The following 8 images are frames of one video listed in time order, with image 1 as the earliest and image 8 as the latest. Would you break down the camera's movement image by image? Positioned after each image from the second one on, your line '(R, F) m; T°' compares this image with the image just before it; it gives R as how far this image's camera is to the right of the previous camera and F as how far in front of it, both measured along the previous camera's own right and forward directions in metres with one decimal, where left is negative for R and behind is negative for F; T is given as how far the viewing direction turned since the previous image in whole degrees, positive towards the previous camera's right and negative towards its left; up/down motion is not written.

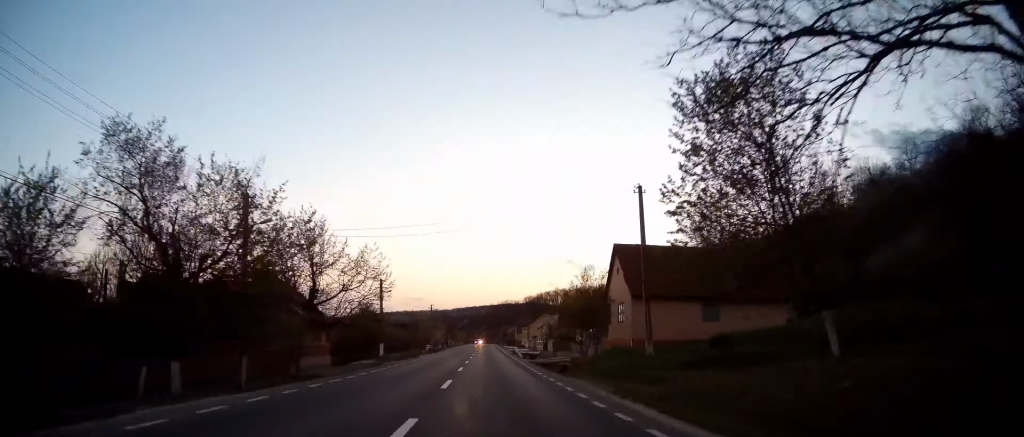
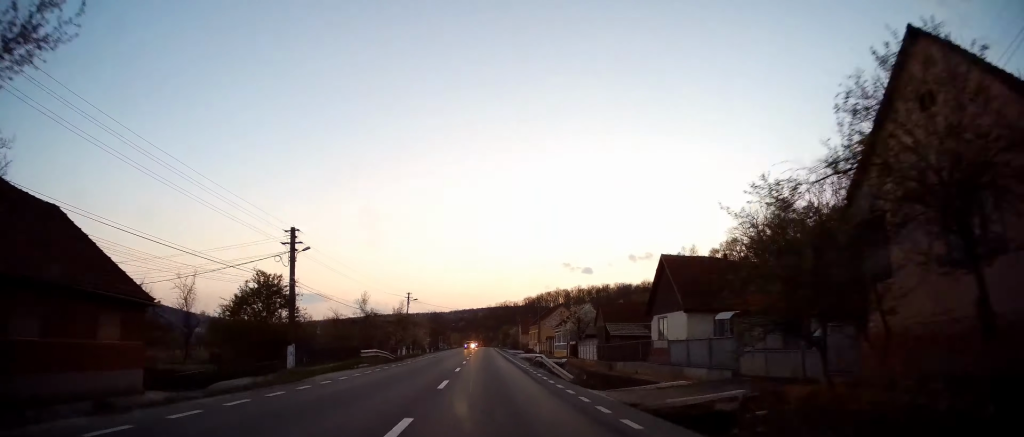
(0.0, +26.9) m; 0°
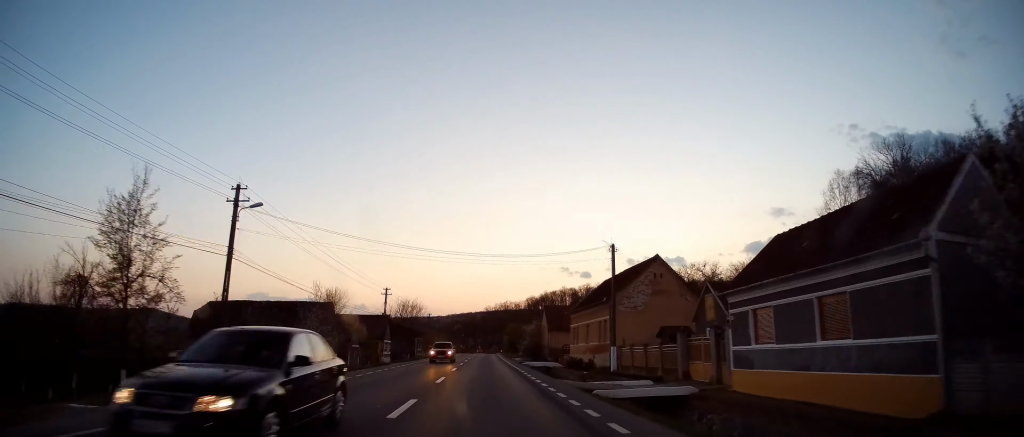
(+0.5, +50.5) m; +1°
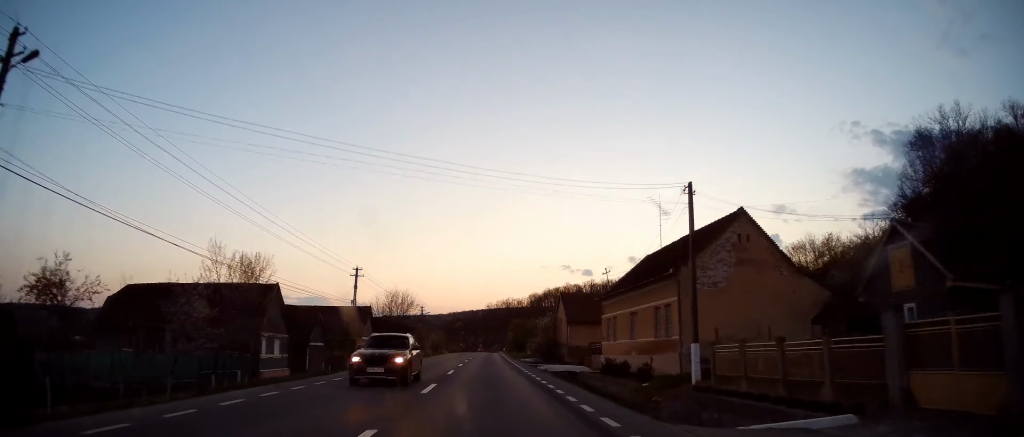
(+0.3, +13.5) m; 0°
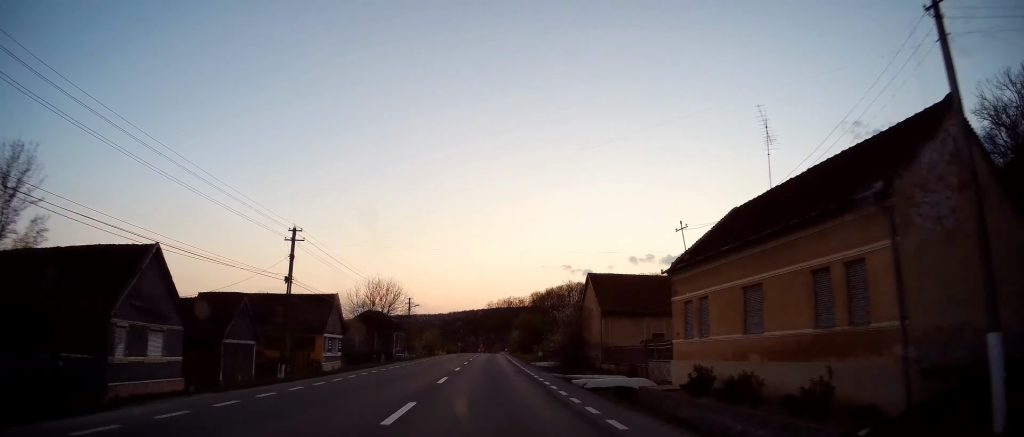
(-0.3, +14.3) m; 0°
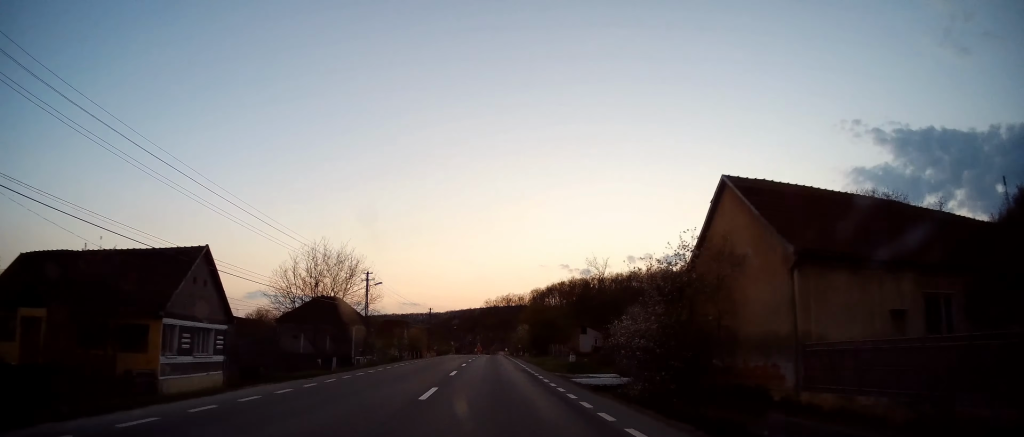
(-0.1, +23.2) m; 0°
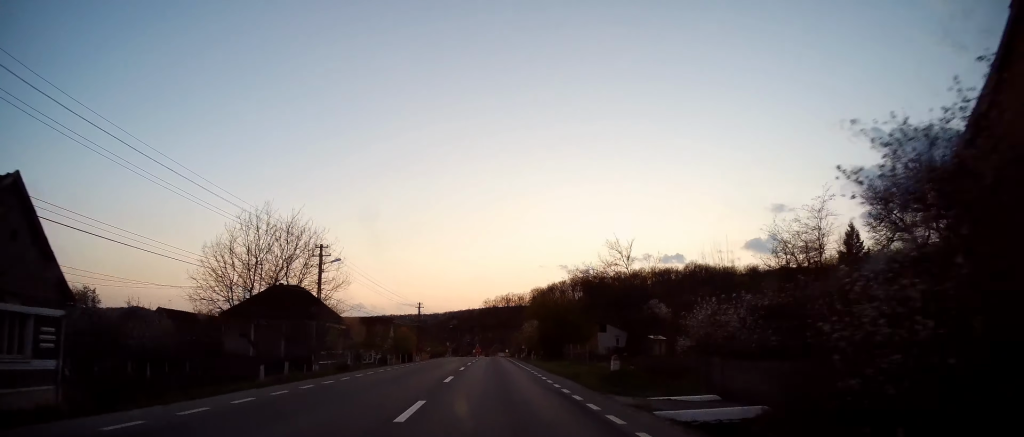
(+0.3, +12.4) m; 0°
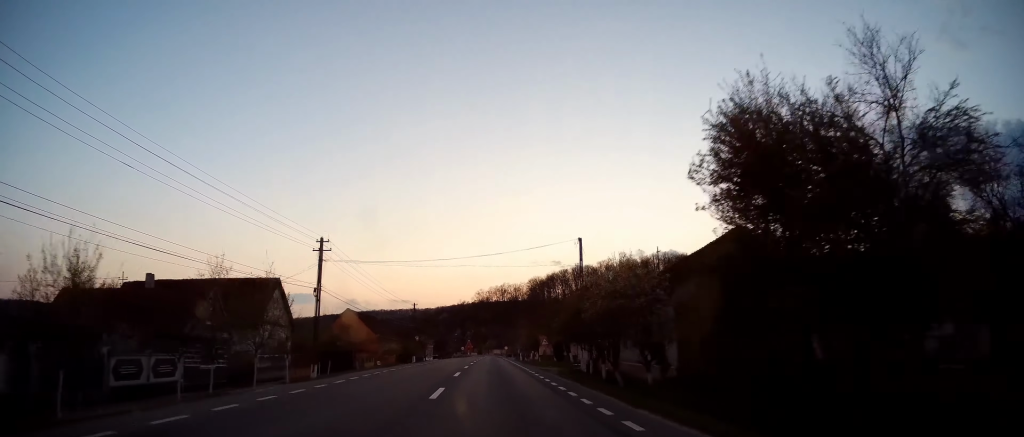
(-0.7, +40.8) m; -1°
